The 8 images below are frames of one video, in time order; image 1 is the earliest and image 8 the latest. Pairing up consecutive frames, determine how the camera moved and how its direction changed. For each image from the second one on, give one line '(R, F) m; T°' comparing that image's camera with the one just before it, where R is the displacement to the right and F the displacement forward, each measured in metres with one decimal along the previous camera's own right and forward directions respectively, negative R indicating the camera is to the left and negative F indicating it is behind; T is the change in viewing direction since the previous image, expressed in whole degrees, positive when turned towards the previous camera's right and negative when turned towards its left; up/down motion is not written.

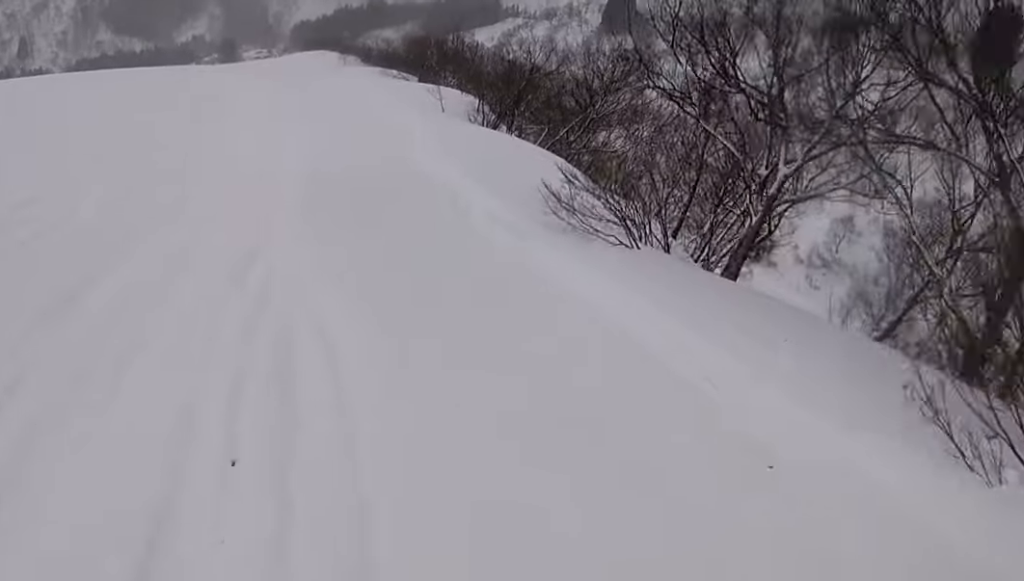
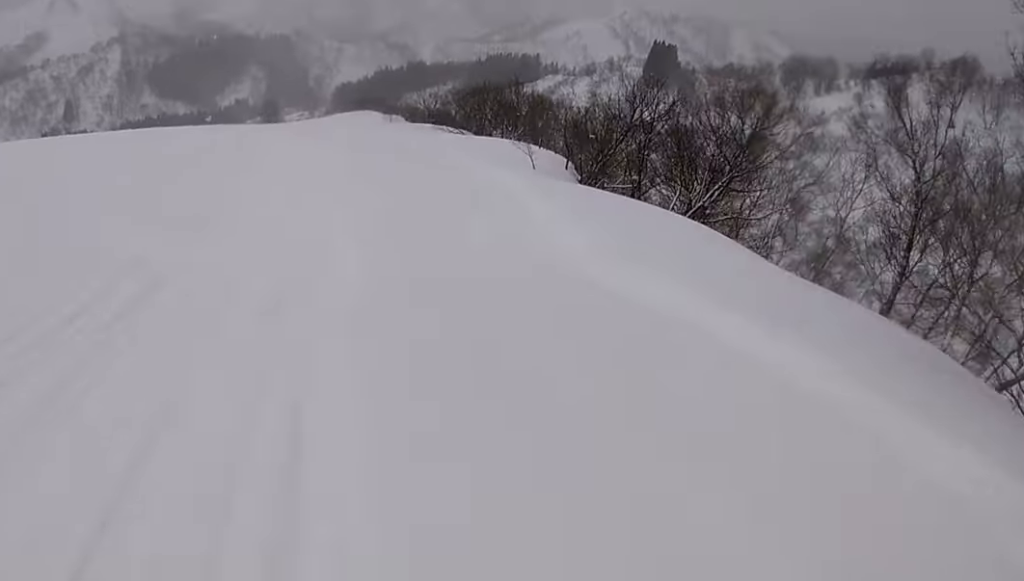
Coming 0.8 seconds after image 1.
(-0.3, +9.4) m; -4°
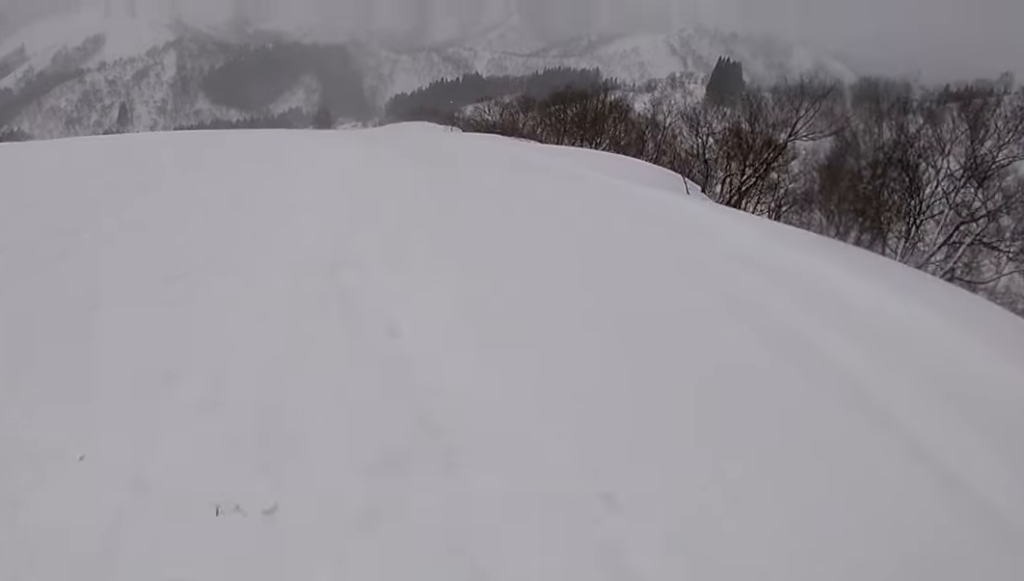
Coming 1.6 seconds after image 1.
(-0.1, +8.5) m; -3°
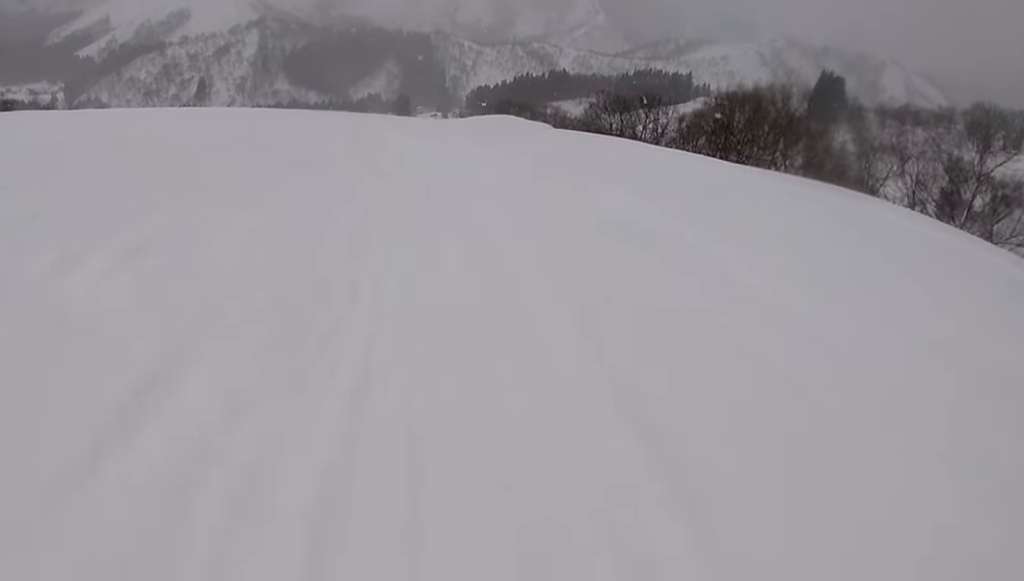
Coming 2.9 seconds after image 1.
(-0.3, +14.0) m; -2°
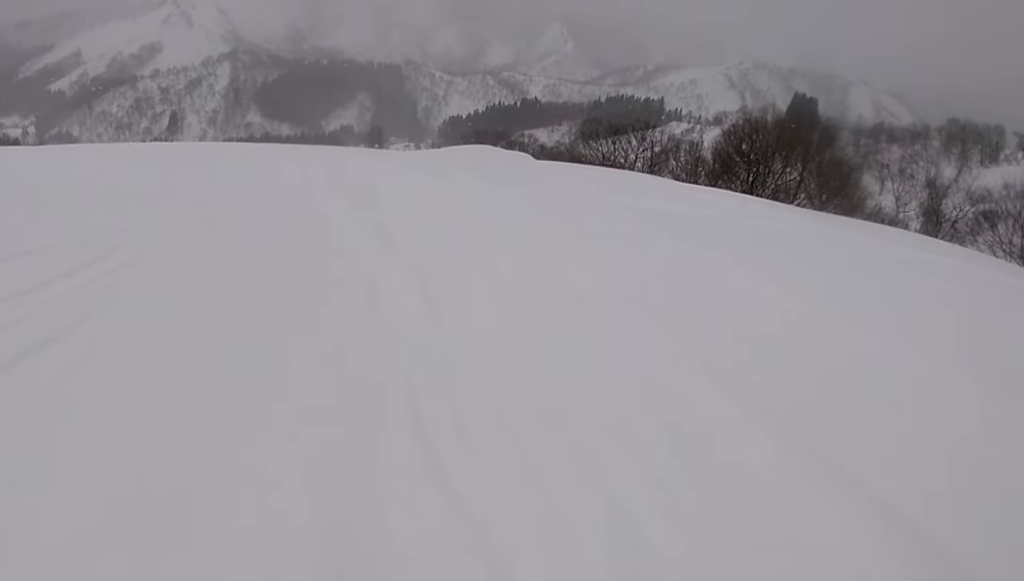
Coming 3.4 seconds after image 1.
(+0.6, +5.6) m; -2°
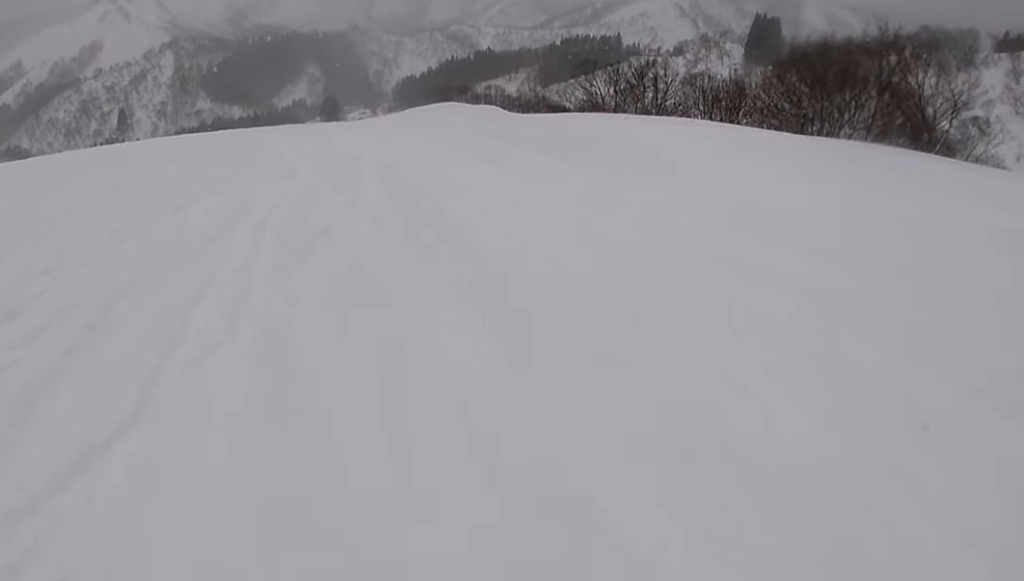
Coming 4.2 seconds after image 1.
(-1.4, +8.4) m; -1°
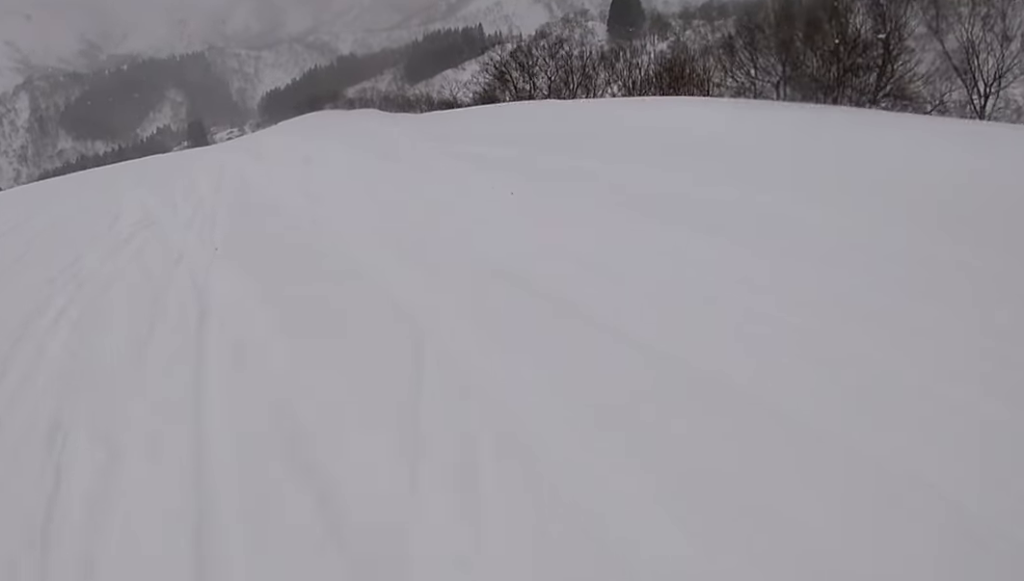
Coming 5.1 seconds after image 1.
(+0.9, +8.9) m; +12°
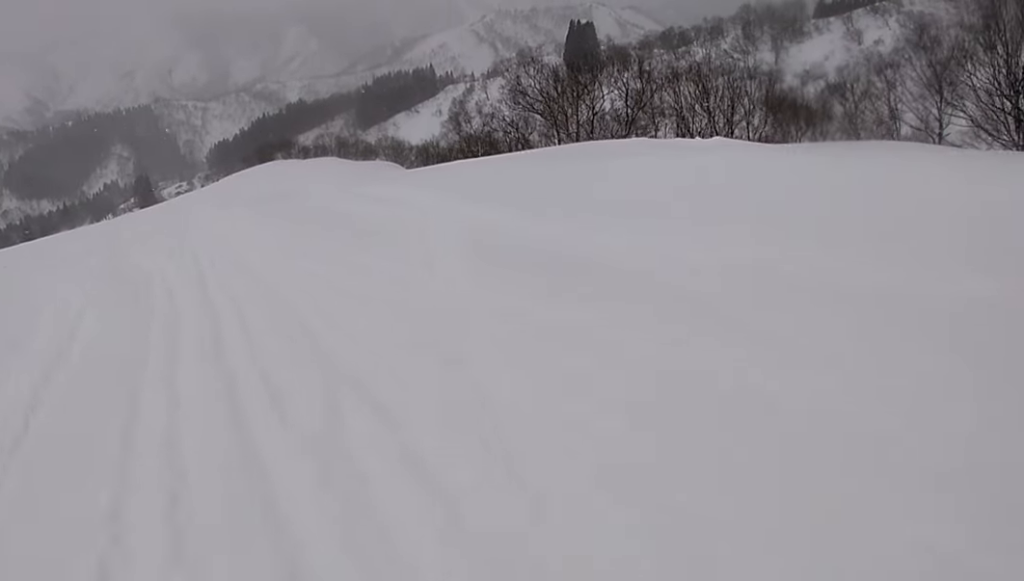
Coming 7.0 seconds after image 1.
(+1.7, +17.2) m; +10°
